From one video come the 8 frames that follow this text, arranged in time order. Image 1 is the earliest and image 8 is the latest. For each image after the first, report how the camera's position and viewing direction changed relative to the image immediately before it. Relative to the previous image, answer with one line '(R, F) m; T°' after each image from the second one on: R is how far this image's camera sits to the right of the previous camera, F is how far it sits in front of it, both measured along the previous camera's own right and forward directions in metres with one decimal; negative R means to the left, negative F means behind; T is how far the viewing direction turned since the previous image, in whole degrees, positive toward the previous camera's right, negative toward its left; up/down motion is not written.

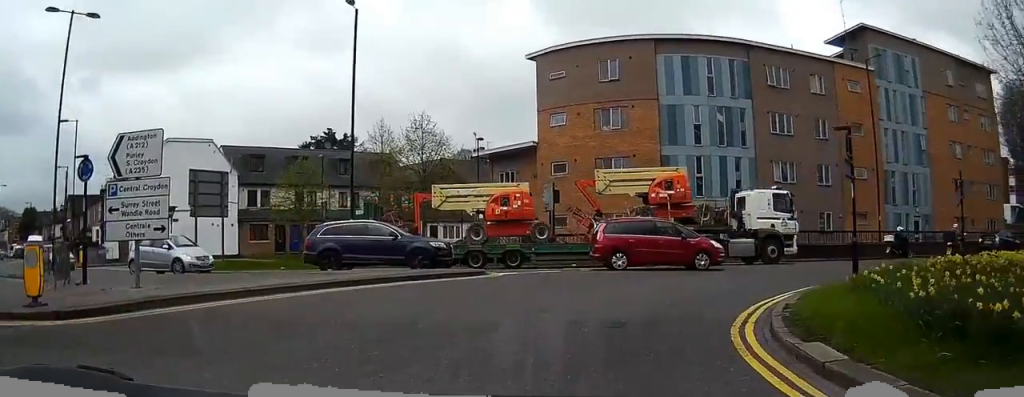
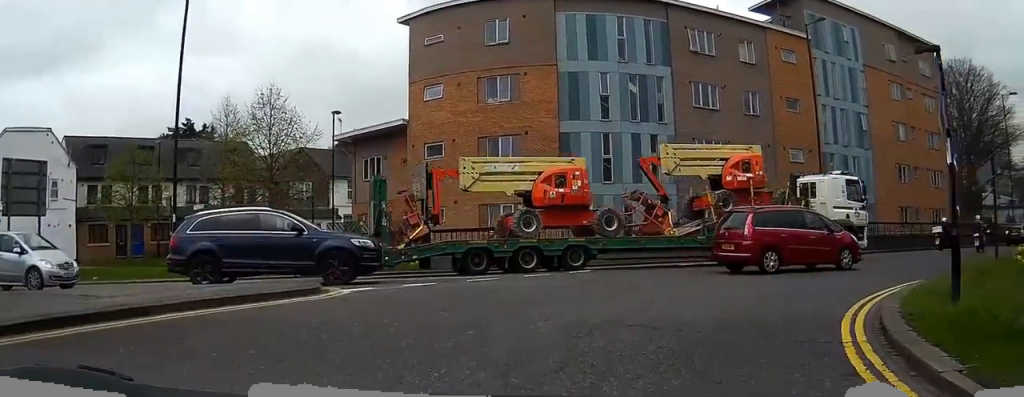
(+0.8, +8.5) m; +12°
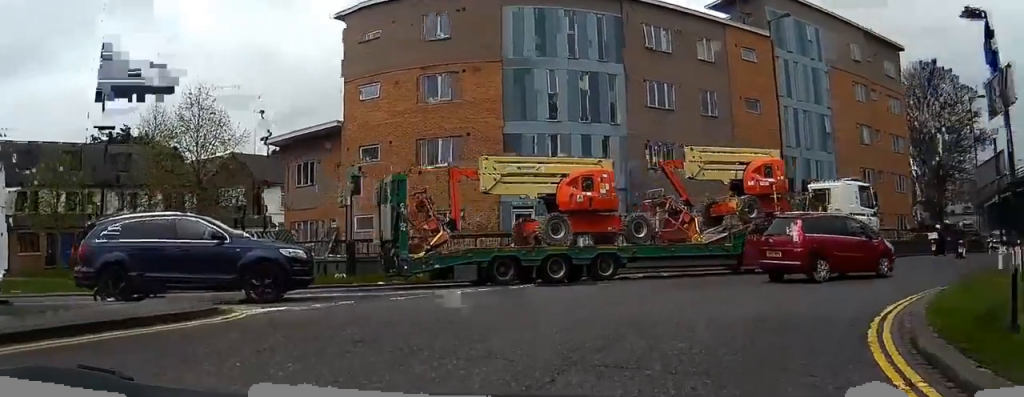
(+0.2, +3.0) m; +5°
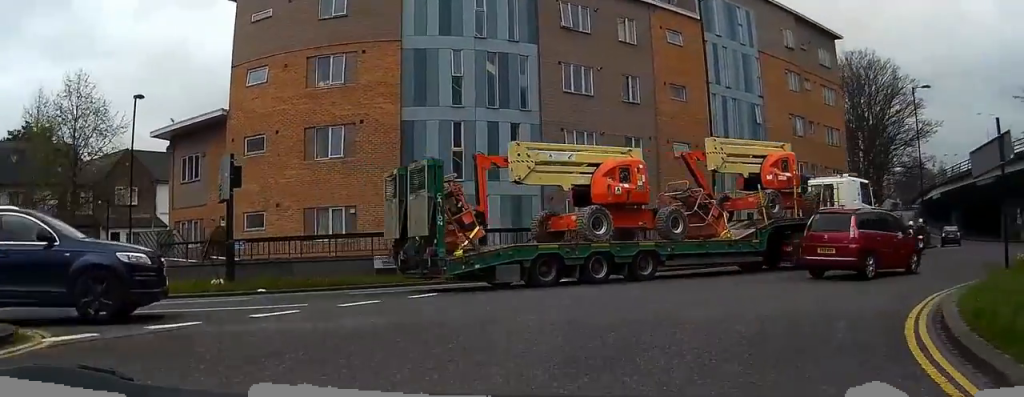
(+0.2, +3.9) m; +7°
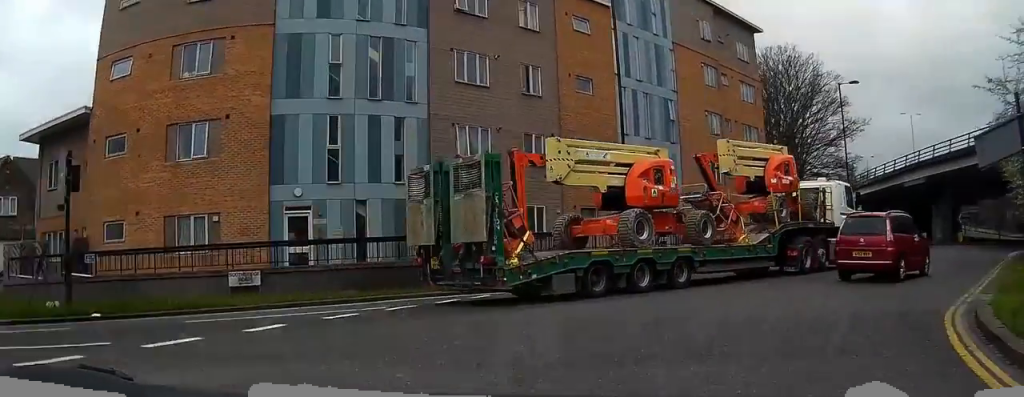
(+0.2, +4.5) m; +9°
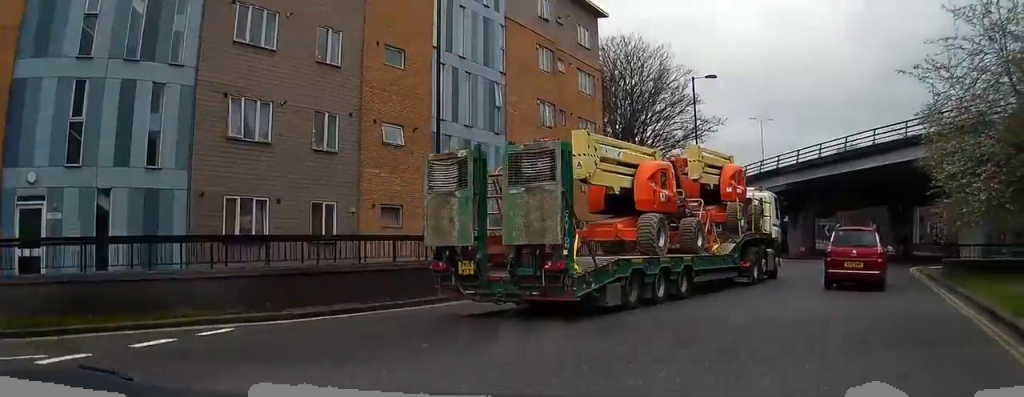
(+0.9, +6.9) m; +13°
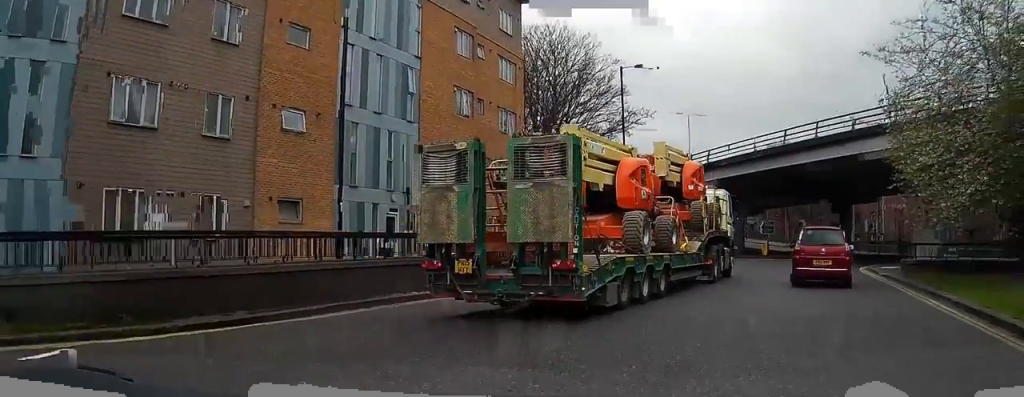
(+0.2, +3.2) m; +4°
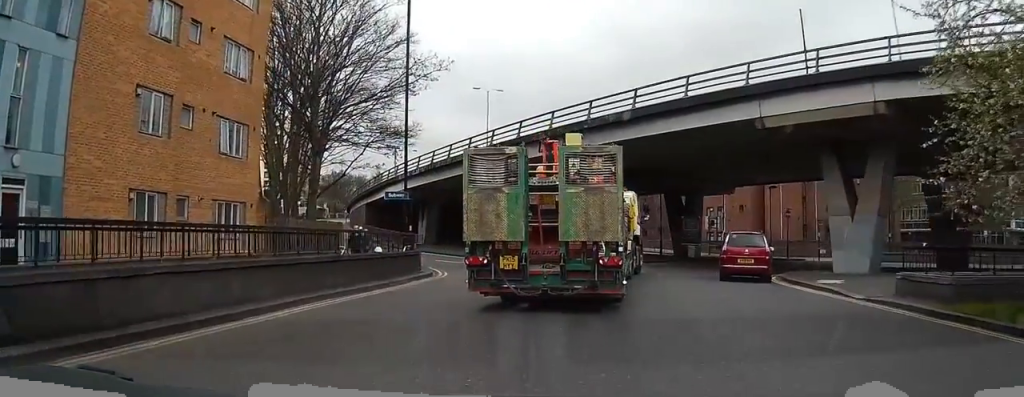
(+2.2, +14.7) m; +16°
